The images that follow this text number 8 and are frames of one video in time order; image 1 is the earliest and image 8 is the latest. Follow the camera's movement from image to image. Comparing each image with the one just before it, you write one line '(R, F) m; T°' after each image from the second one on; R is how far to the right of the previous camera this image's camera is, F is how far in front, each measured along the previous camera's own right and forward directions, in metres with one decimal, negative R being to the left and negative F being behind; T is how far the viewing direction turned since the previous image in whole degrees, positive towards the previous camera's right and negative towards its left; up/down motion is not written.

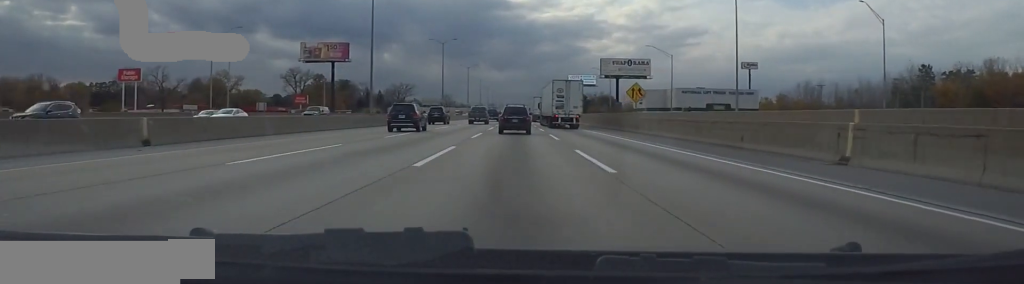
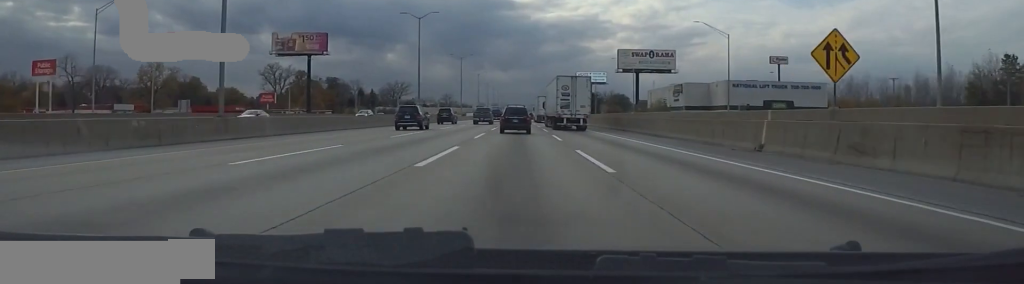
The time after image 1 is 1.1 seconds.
(0.0, +30.3) m; 0°
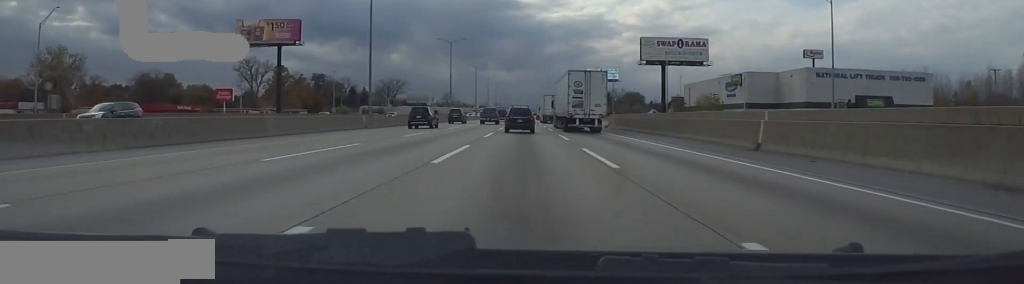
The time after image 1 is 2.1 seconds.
(0.0, +29.0) m; 0°
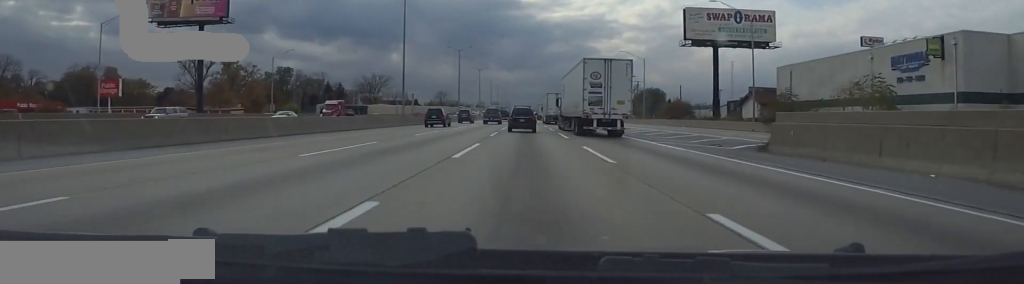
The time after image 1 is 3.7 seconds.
(0.0, +44.1) m; 0°
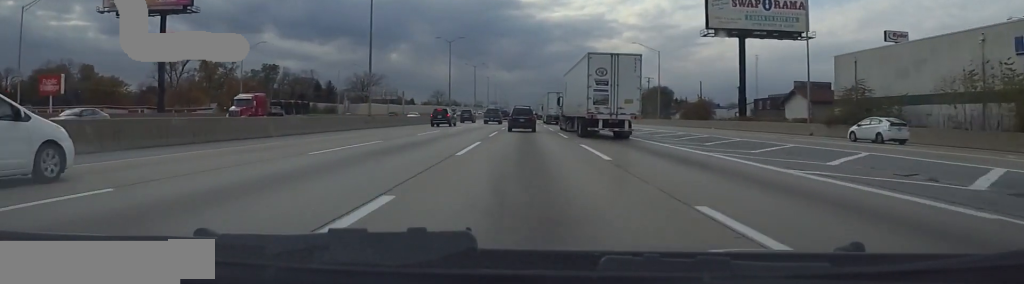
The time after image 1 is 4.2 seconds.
(0.0, +14.9) m; 0°
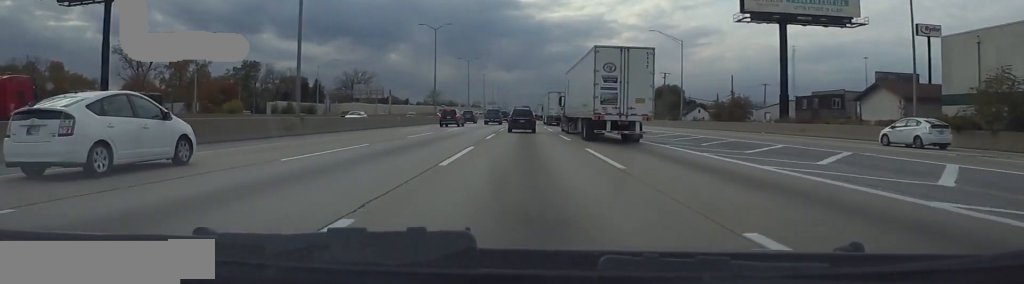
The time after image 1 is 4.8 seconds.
(0.0, +17.4) m; 0°
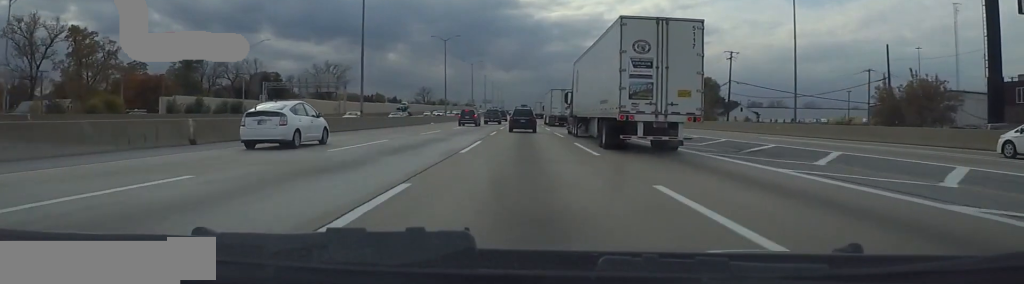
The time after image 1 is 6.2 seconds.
(0.0, +42.5) m; 0°
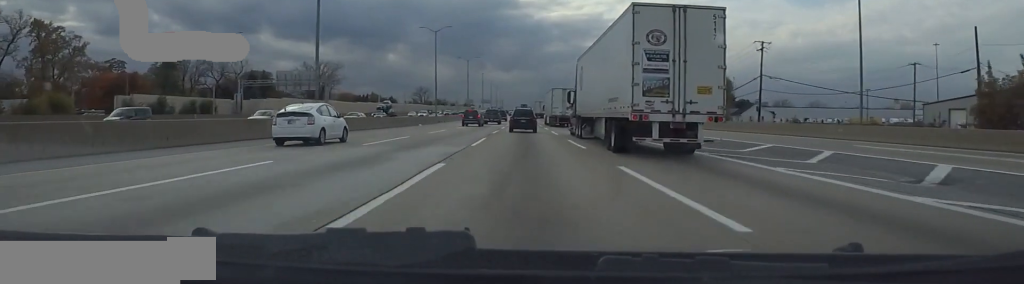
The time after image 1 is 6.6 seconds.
(0.0, +11.9) m; 0°
